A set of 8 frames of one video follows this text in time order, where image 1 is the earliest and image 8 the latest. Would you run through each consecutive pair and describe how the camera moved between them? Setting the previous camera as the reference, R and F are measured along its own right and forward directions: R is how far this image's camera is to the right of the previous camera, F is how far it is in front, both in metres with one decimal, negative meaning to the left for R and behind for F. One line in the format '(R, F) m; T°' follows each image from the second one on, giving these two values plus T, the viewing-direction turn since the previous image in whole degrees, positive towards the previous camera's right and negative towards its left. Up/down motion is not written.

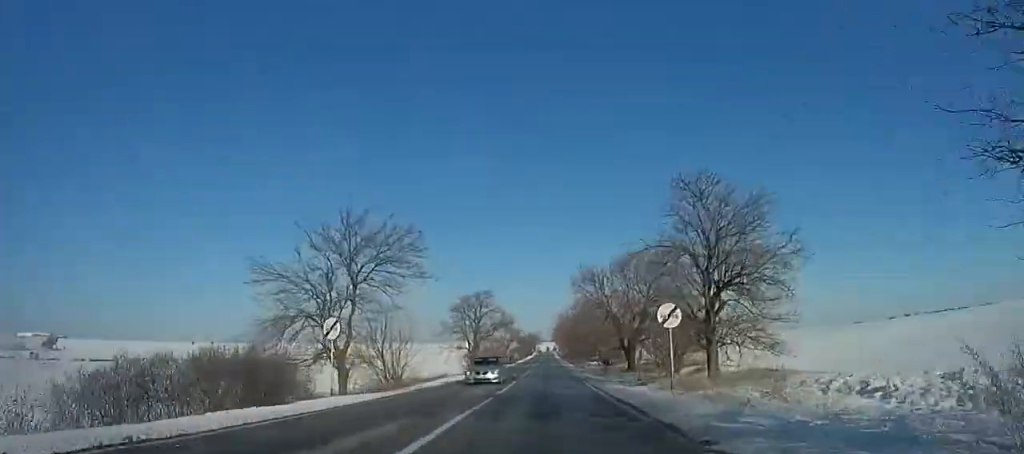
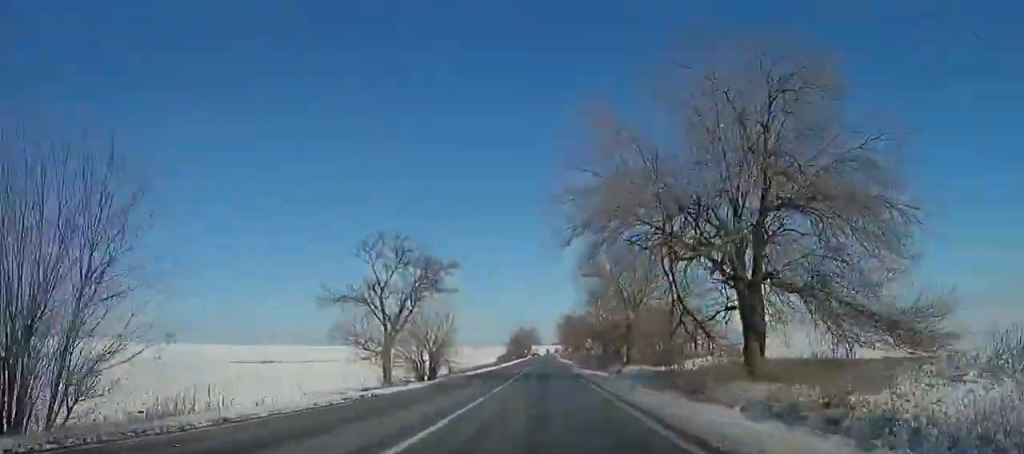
(+1.0, +71.3) m; +1°
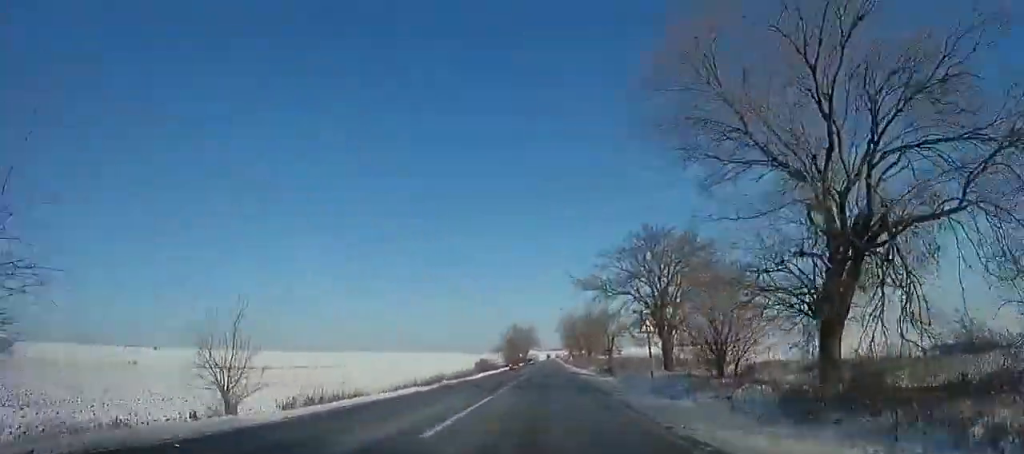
(0.0, +32.3) m; 0°
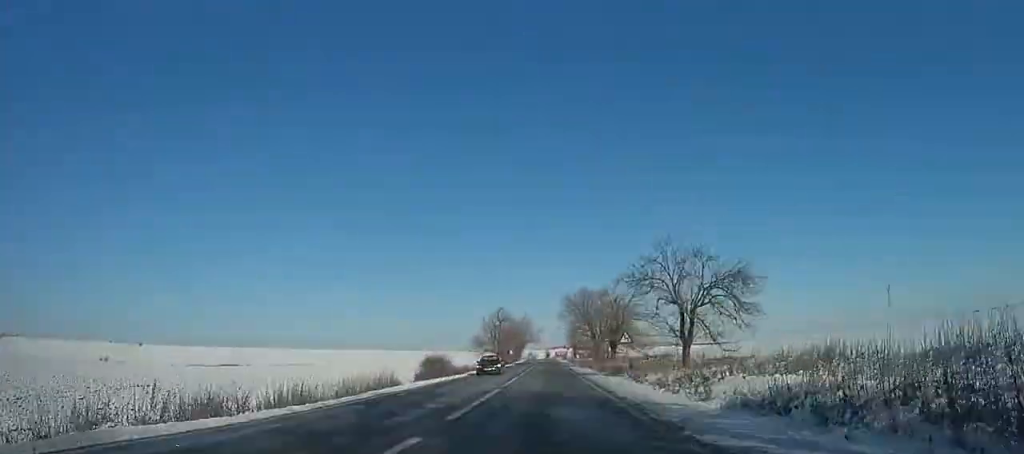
(-0.6, +33.0) m; +1°
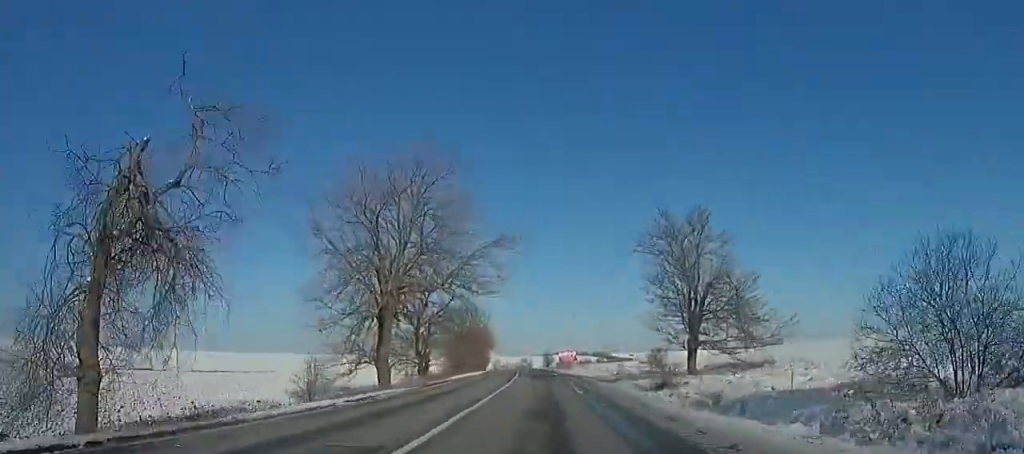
(-1.1, +114.6) m; -2°
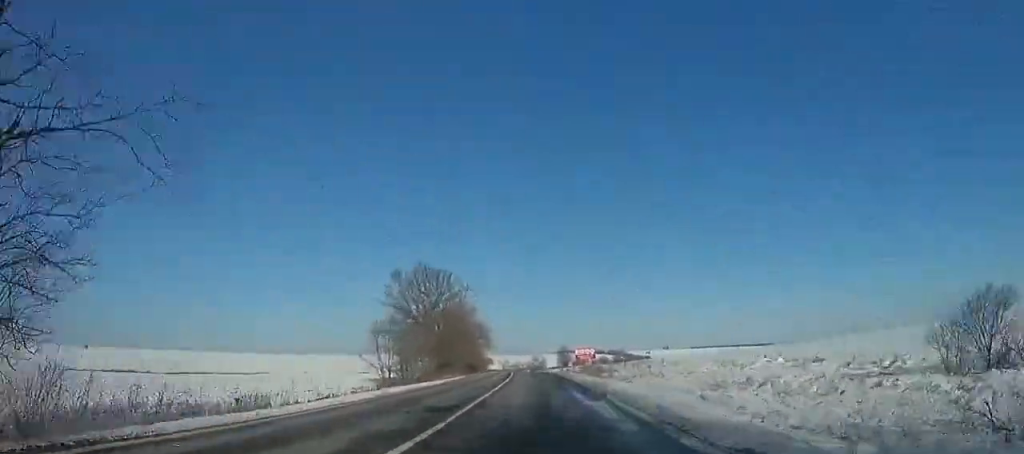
(-0.1, +32.3) m; 0°
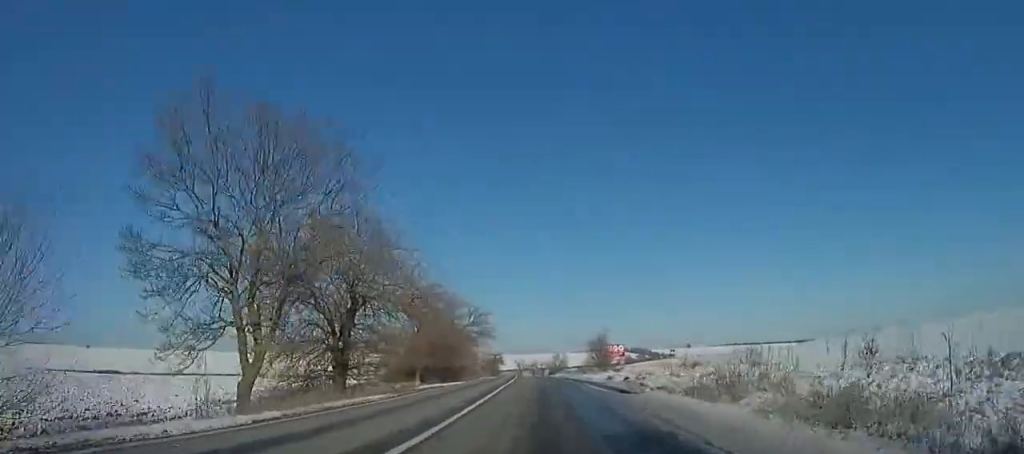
(+0.1, +32.2) m; -1°
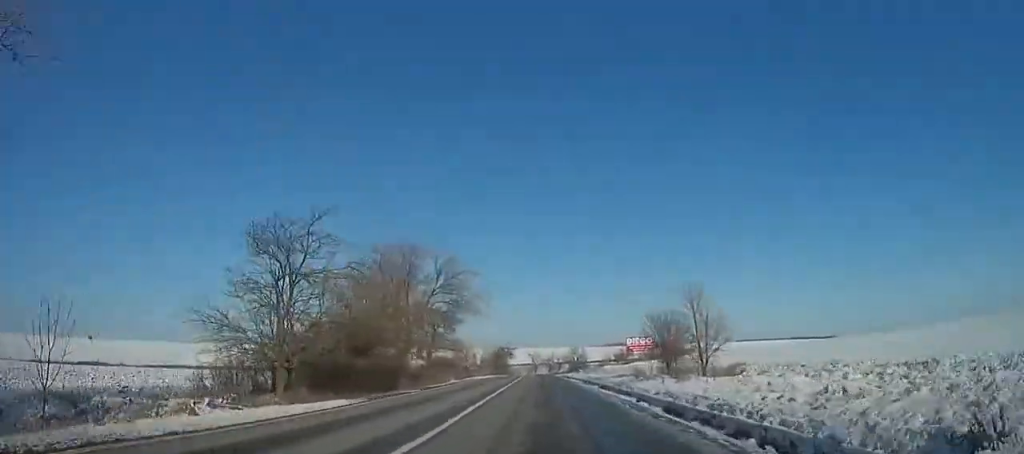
(-0.4, +26.8) m; -2°
